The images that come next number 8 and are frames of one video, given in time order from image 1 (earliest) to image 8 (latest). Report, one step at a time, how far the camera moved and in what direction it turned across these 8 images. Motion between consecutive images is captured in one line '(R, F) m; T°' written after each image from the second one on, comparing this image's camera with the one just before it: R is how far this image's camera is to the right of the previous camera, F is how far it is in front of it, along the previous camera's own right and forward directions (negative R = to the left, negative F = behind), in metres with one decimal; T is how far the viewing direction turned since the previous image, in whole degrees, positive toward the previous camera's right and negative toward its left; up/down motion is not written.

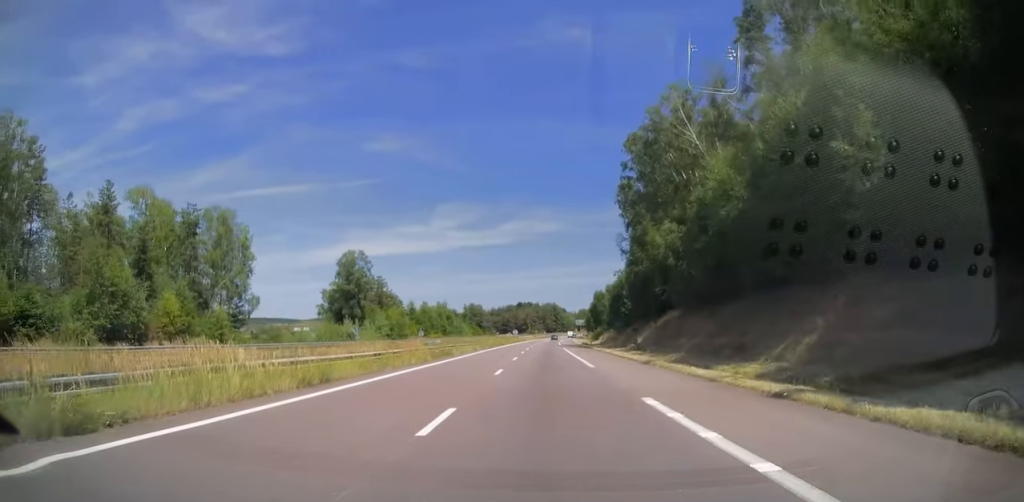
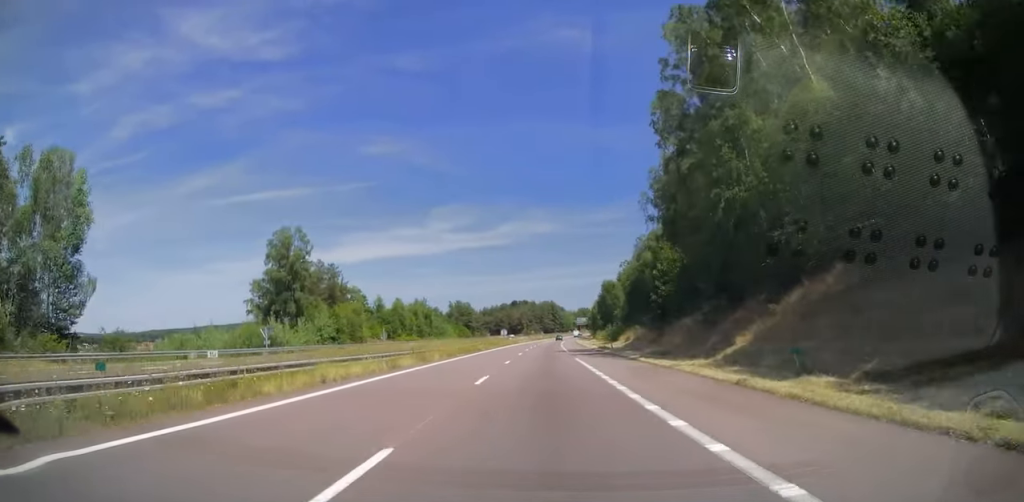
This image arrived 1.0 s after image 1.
(+0.2, +30.3) m; 0°
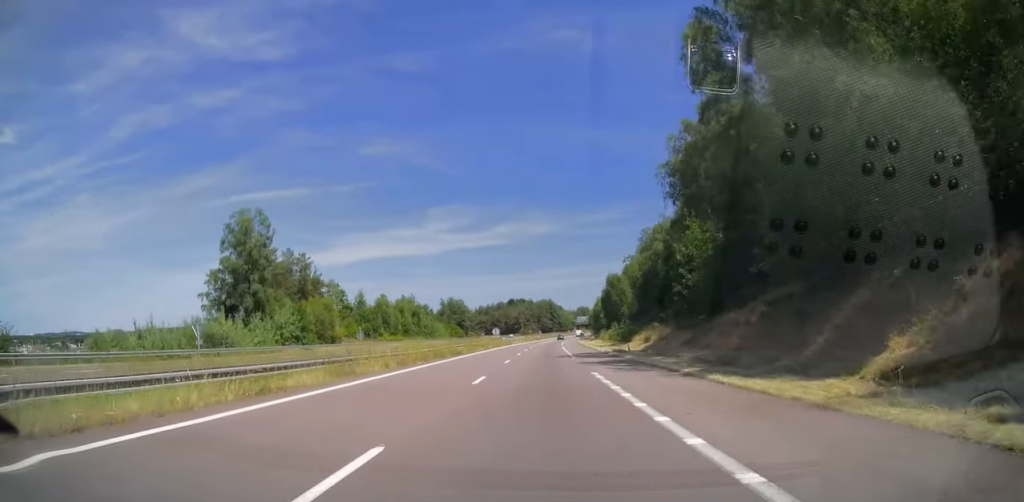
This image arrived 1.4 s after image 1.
(0.0, +13.0) m; 0°
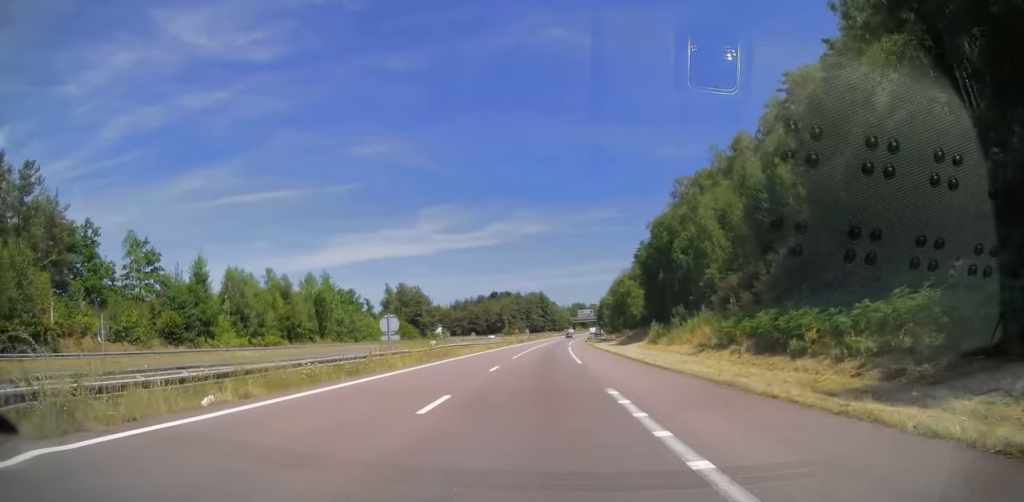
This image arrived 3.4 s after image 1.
(+0.4, +59.0) m; +1°
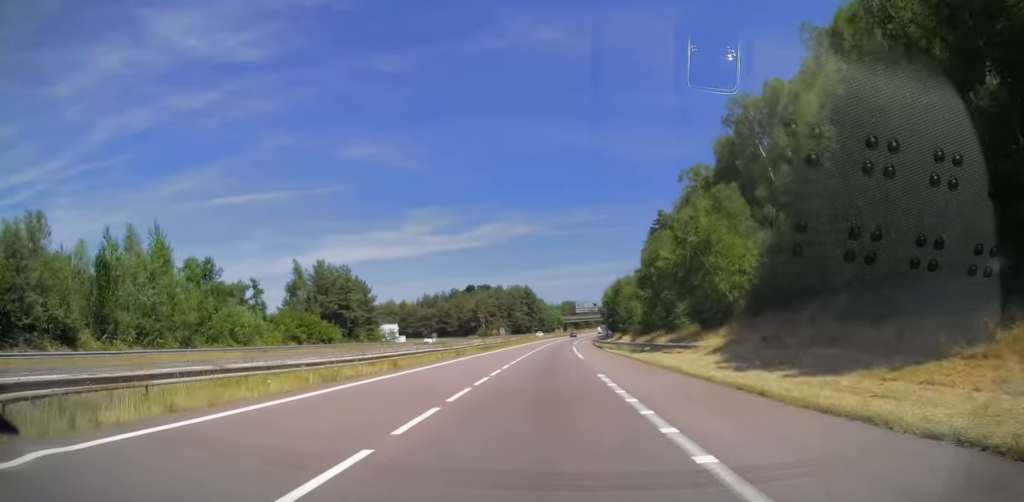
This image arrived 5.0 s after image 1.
(+0.2, +46.2) m; +1°
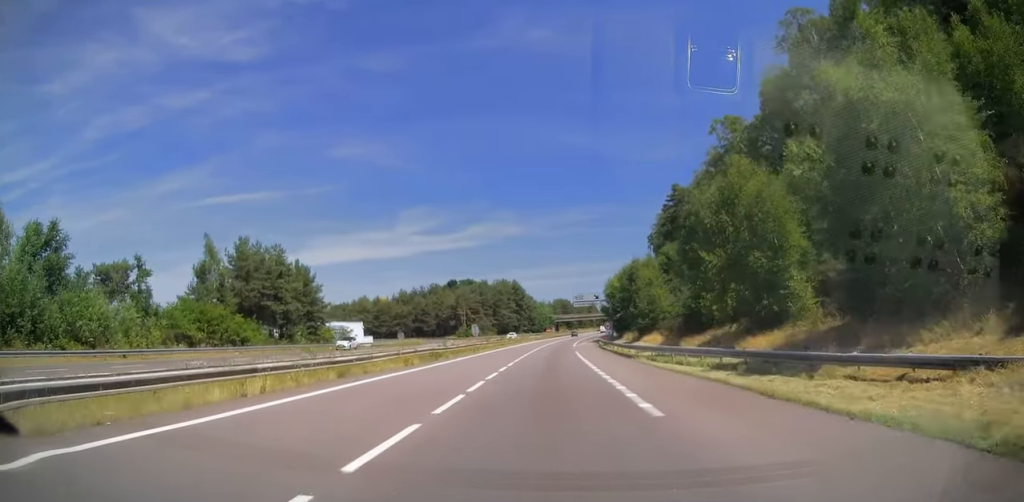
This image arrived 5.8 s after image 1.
(-0.1, +24.1) m; +1°
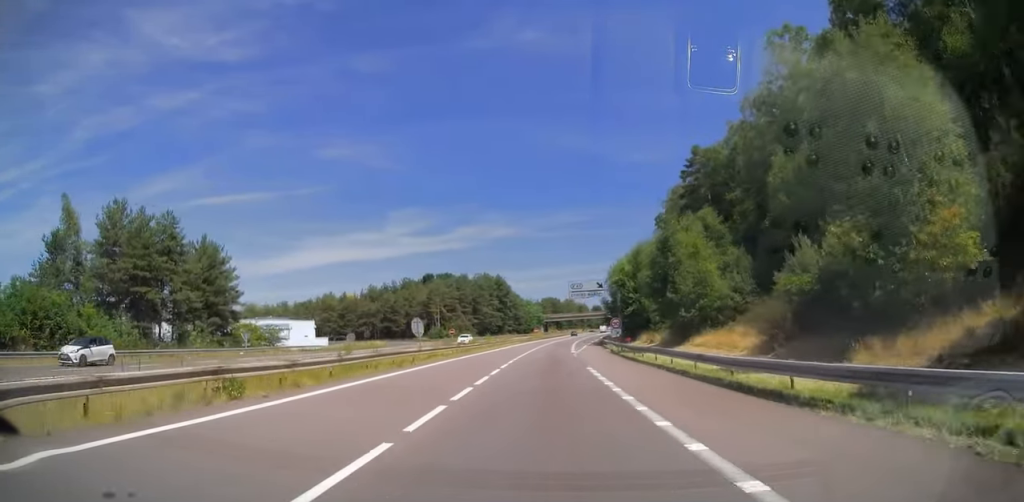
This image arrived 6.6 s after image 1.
(+0.4, +23.5) m; +1°
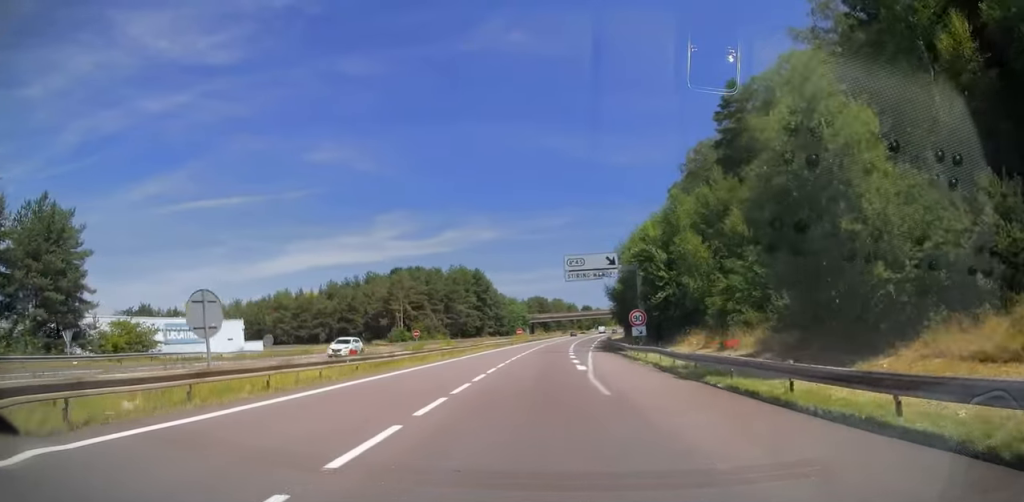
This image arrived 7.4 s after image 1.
(+0.2, +24.5) m; +1°
